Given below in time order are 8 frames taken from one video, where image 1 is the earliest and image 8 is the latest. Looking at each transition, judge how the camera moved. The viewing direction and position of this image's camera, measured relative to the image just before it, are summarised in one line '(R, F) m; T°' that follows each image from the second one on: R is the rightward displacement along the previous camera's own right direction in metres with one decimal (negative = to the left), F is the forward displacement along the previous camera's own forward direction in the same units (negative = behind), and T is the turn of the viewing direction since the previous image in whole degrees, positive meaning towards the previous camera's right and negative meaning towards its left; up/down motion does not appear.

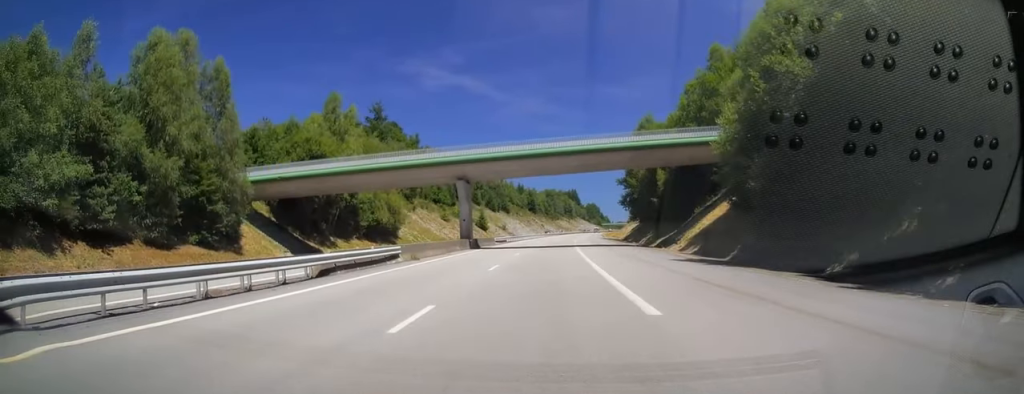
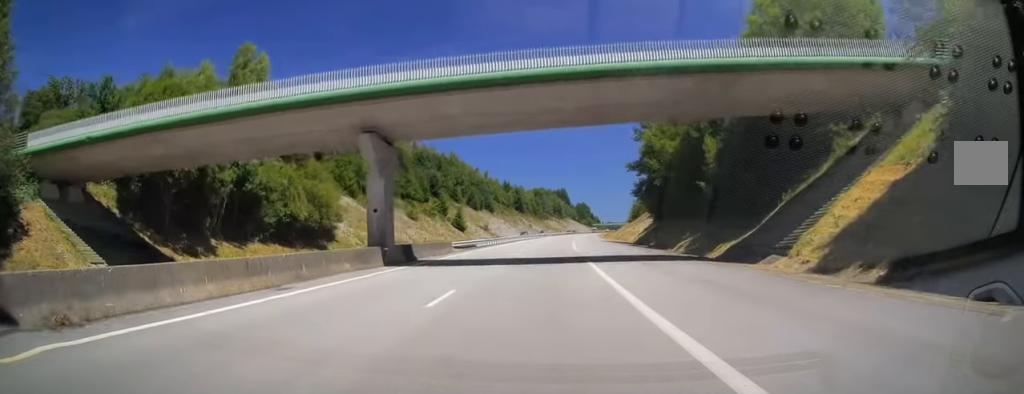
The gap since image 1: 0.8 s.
(0.0, +23.1) m; +1°
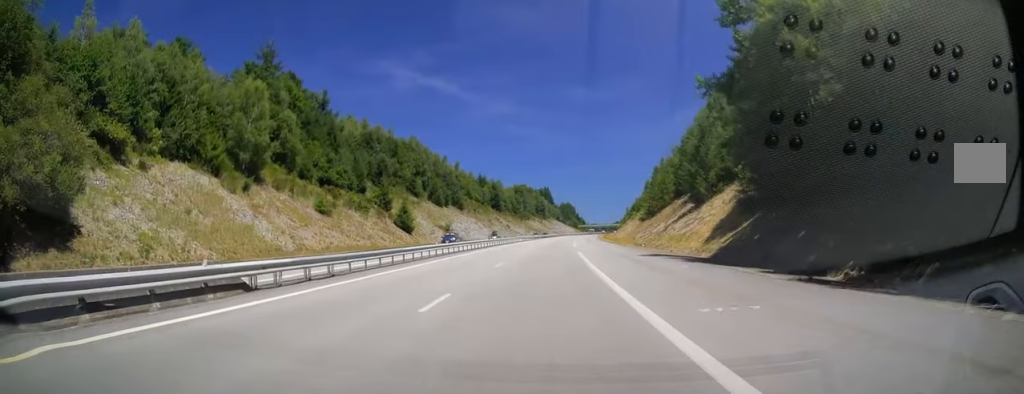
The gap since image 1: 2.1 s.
(+1.0, +39.2) m; +2°
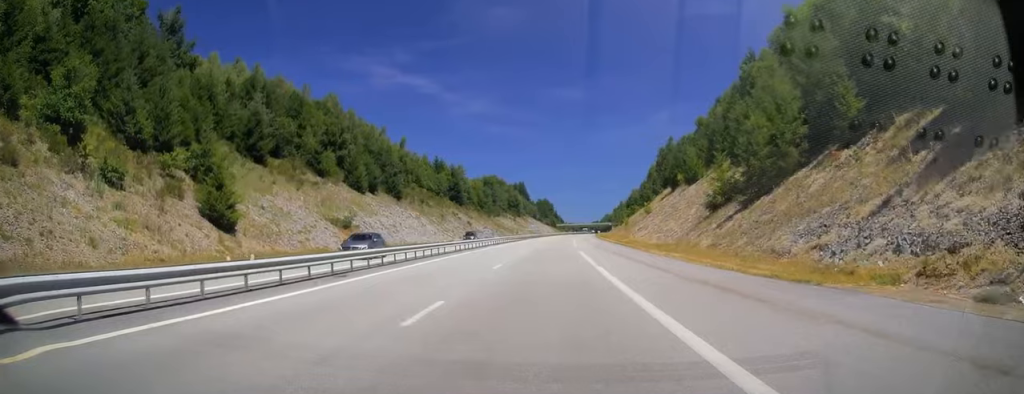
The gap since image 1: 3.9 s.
(+0.9, +53.3) m; +2°
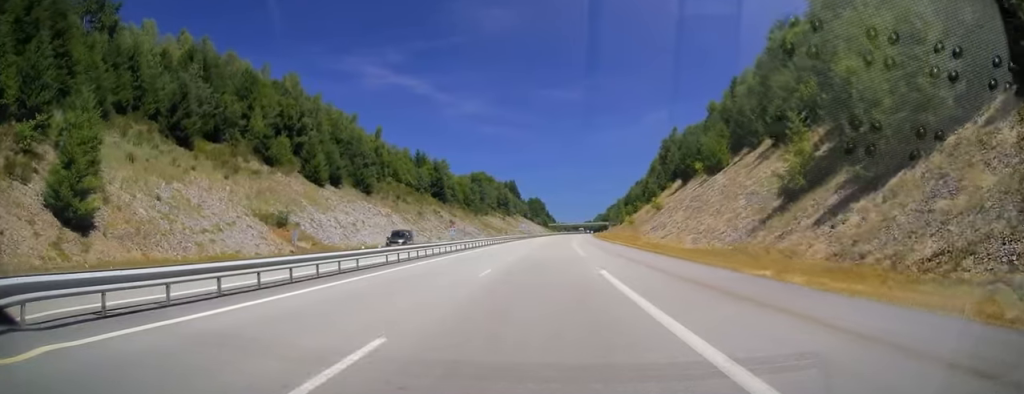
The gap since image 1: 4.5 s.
(-0.1, +17.2) m; +1°
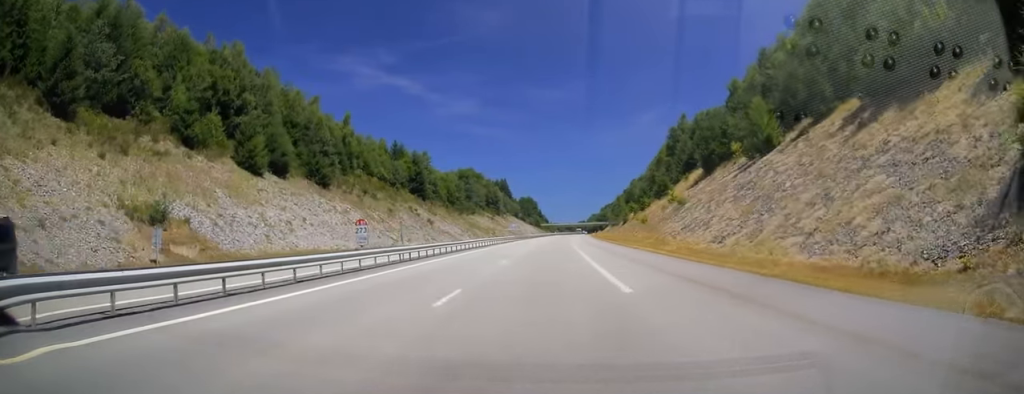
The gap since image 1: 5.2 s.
(+0.2, +19.7) m; +1°
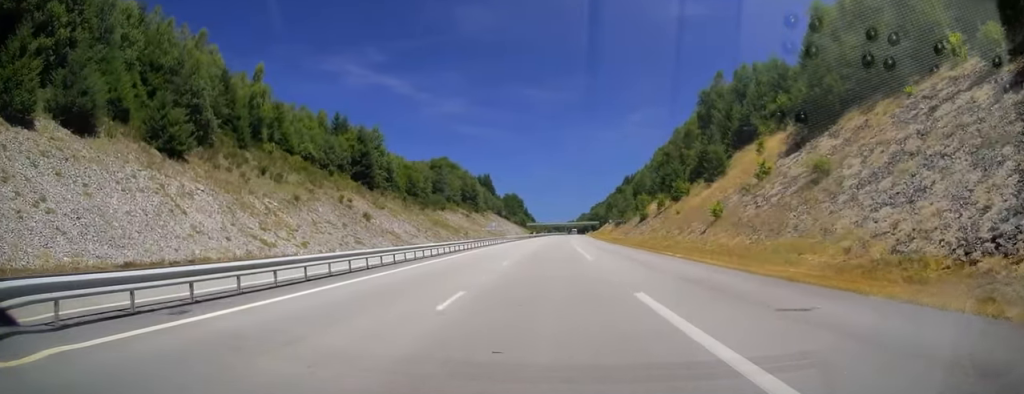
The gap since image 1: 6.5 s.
(+0.8, +39.4) m; +2°
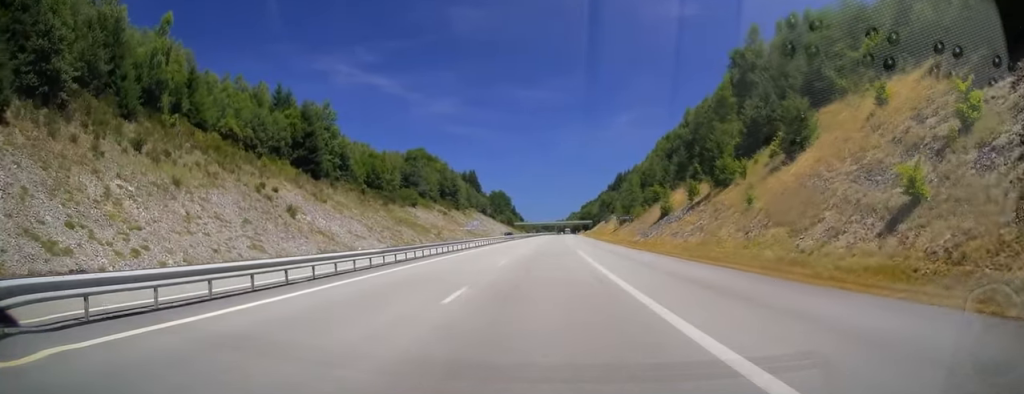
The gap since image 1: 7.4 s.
(0.0, +25.1) m; 0°
